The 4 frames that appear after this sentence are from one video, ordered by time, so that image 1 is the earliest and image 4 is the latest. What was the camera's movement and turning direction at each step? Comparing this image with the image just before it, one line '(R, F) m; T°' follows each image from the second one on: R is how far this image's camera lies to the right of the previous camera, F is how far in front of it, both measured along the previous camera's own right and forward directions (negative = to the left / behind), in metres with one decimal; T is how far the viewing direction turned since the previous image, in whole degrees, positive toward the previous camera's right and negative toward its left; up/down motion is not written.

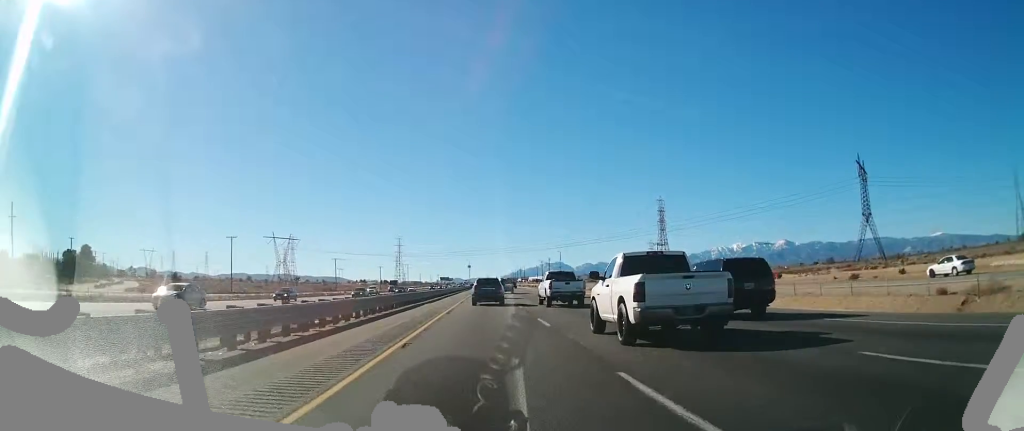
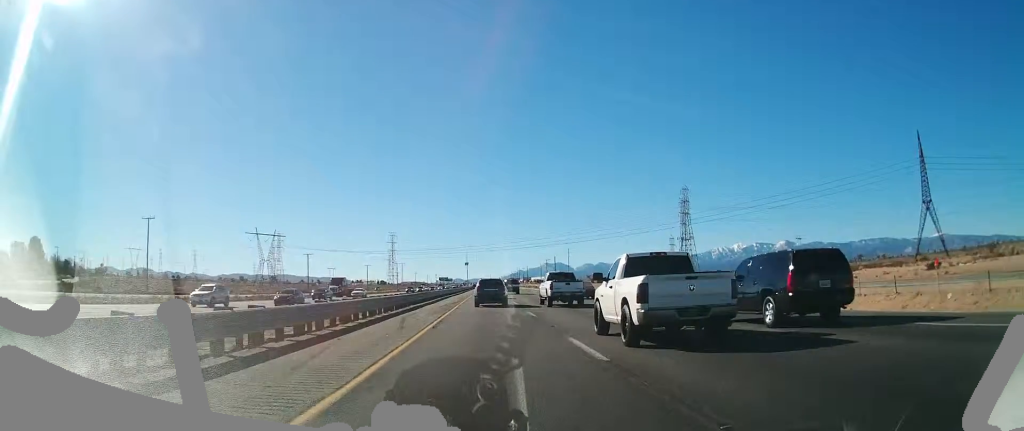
(0.0, +37.5) m; 0°
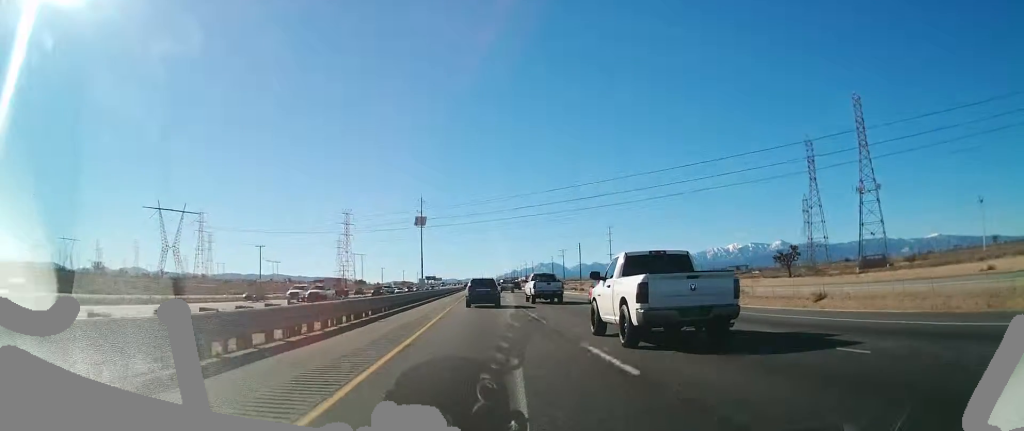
(+0.8, +135.6) m; 0°
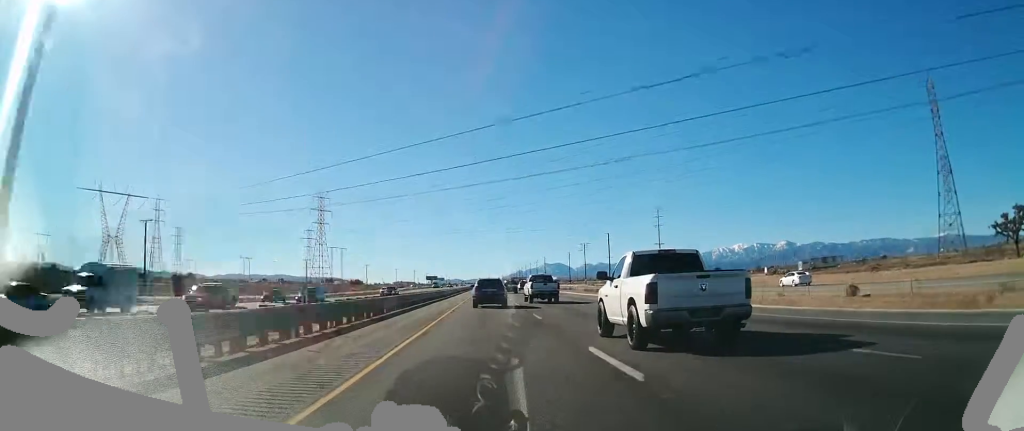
(+0.2, +59.5) m; 0°
